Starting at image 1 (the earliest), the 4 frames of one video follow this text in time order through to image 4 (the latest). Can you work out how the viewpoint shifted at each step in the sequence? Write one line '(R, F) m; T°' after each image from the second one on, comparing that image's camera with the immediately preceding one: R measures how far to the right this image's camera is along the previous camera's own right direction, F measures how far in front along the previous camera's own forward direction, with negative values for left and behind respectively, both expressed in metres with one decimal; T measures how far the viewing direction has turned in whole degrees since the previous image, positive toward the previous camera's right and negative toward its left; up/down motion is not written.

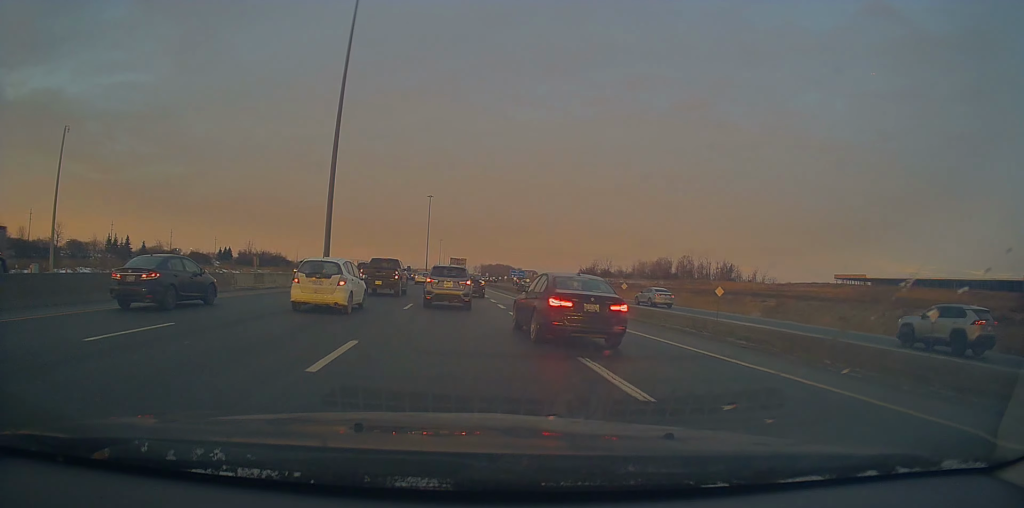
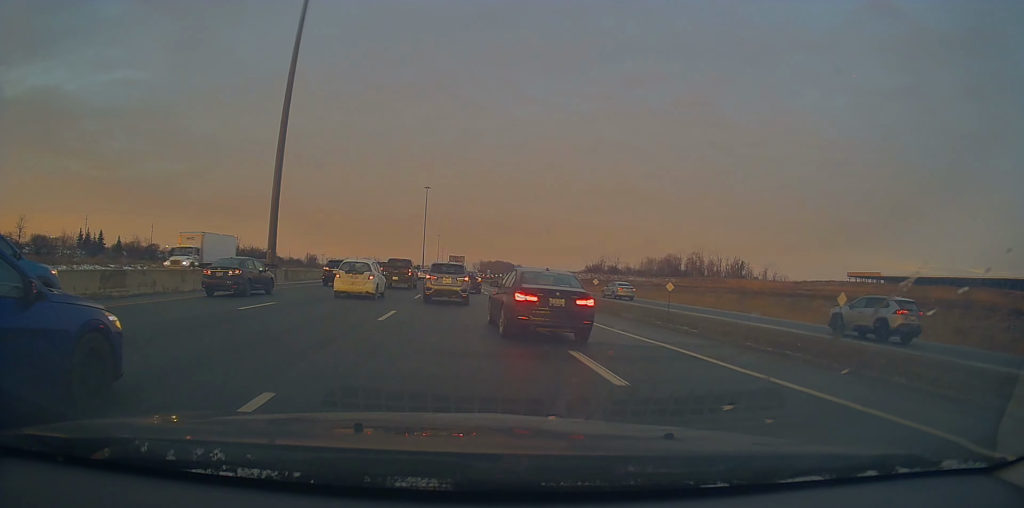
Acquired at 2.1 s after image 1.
(-0.7, +15.9) m; -3°
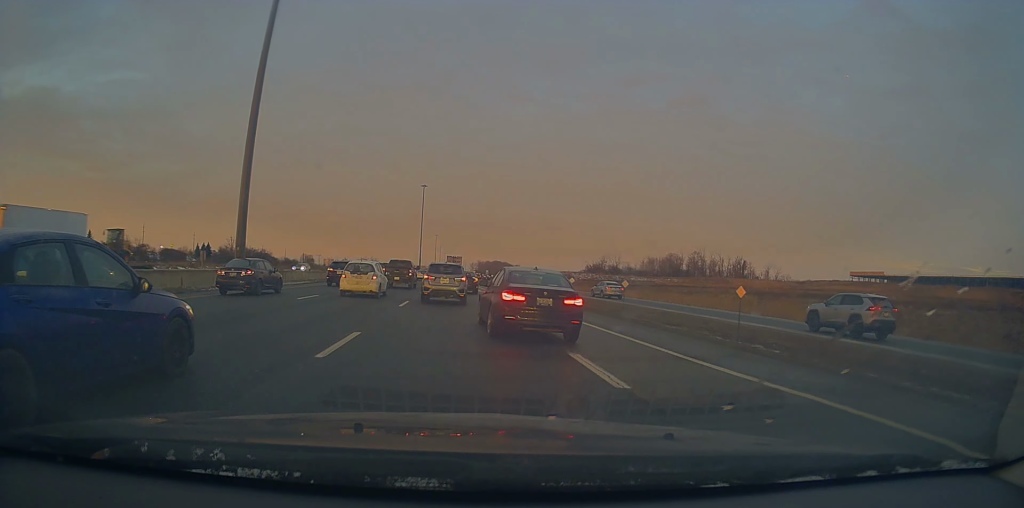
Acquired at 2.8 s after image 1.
(+0.2, +5.7) m; 0°
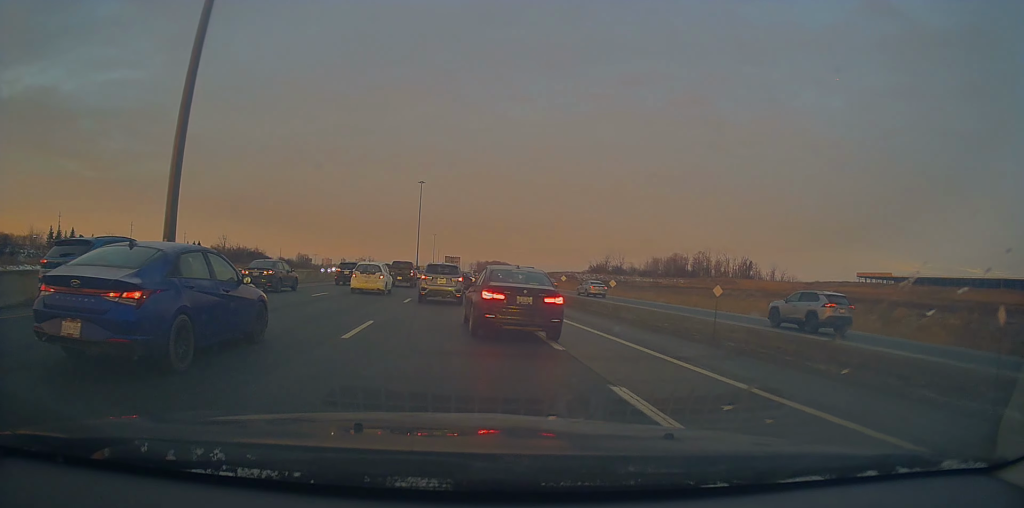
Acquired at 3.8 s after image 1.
(-0.4, +9.3) m; -2°
